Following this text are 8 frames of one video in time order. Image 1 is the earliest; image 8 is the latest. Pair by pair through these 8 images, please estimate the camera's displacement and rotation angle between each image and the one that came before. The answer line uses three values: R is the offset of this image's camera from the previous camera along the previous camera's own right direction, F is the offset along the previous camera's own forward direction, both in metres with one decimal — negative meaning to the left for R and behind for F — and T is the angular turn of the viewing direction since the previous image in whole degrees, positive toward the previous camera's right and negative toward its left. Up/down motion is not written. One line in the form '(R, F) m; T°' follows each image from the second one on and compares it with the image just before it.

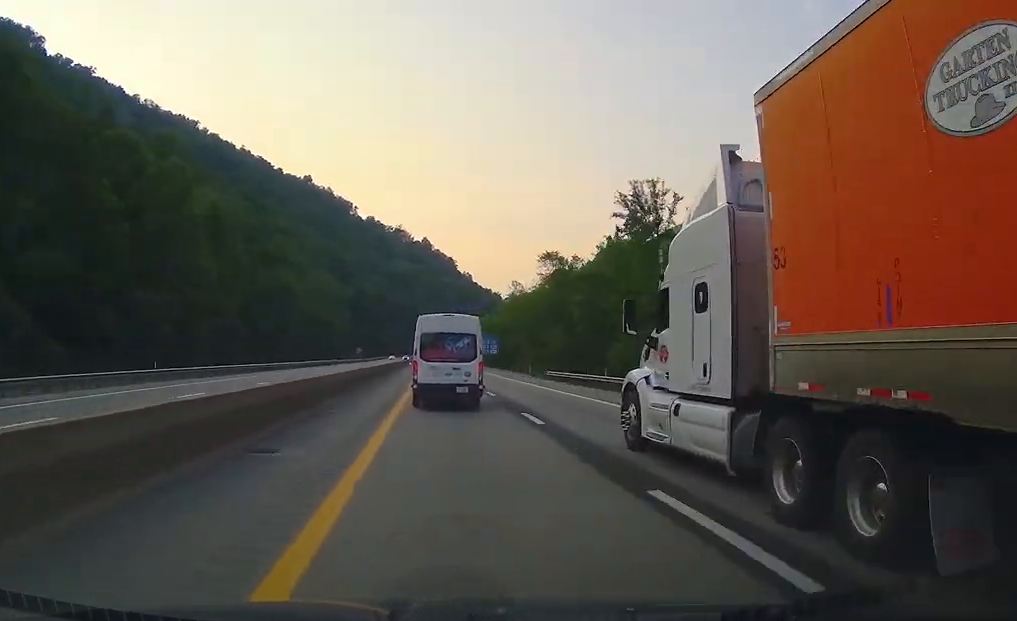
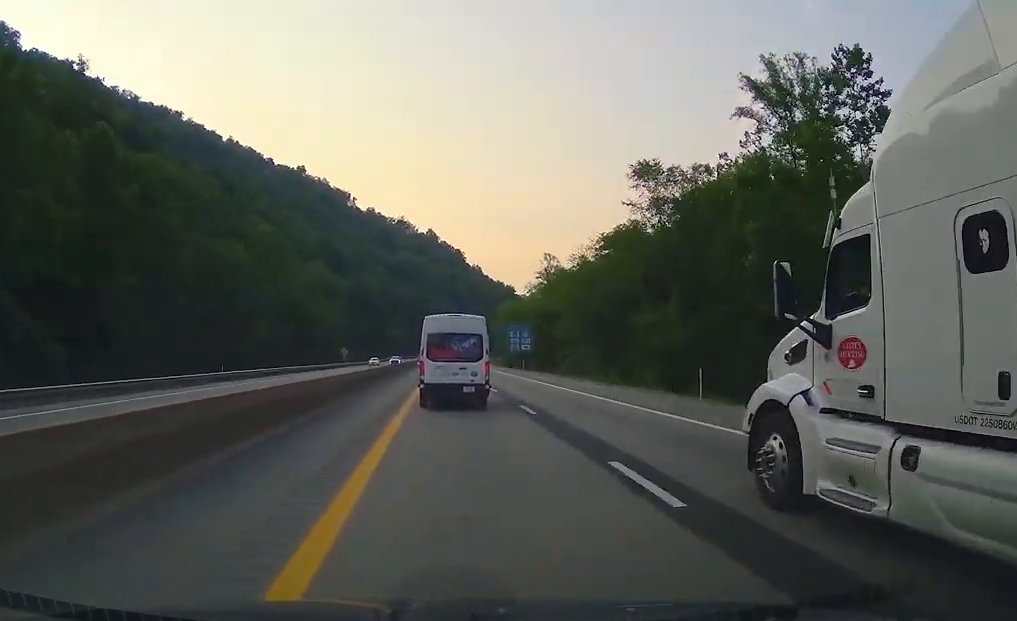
(-1.0, +46.9) m; -1°
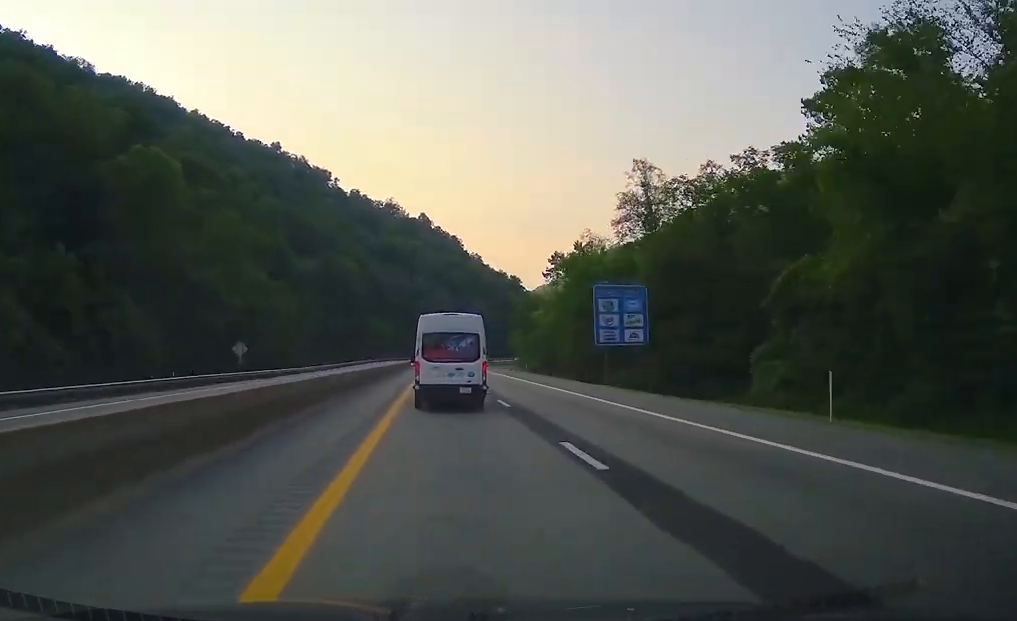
(-0.8, +70.4) m; 0°
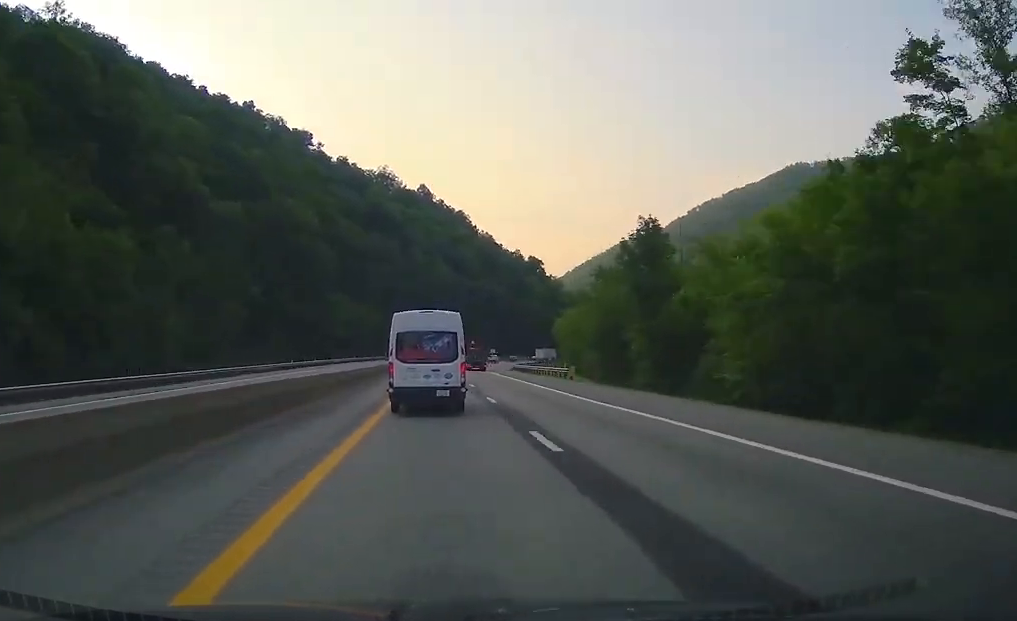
(-1.0, +81.7) m; +3°
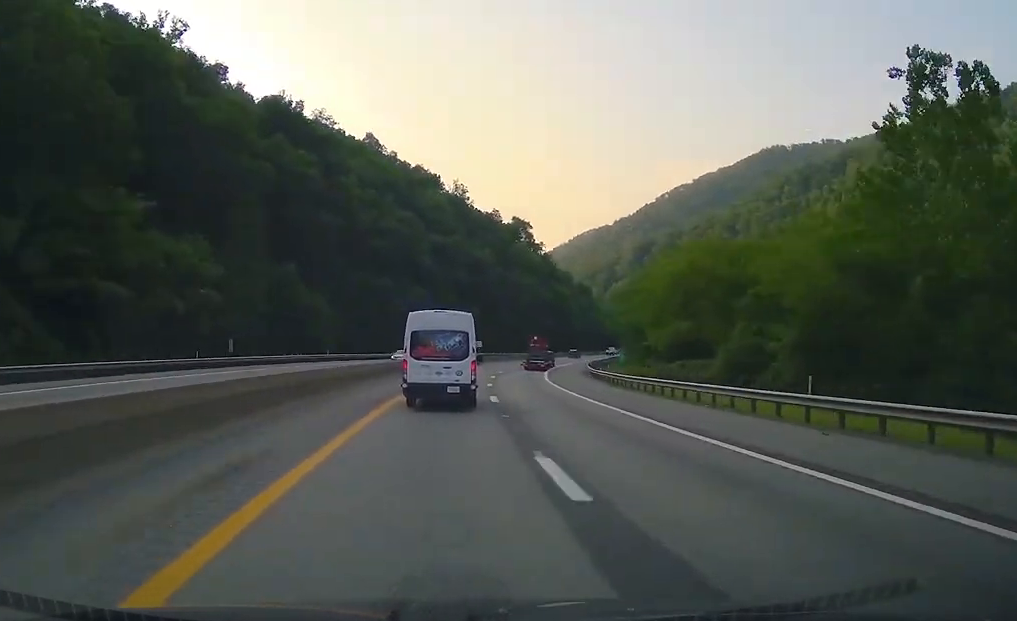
(+5.2, +96.1) m; +9°
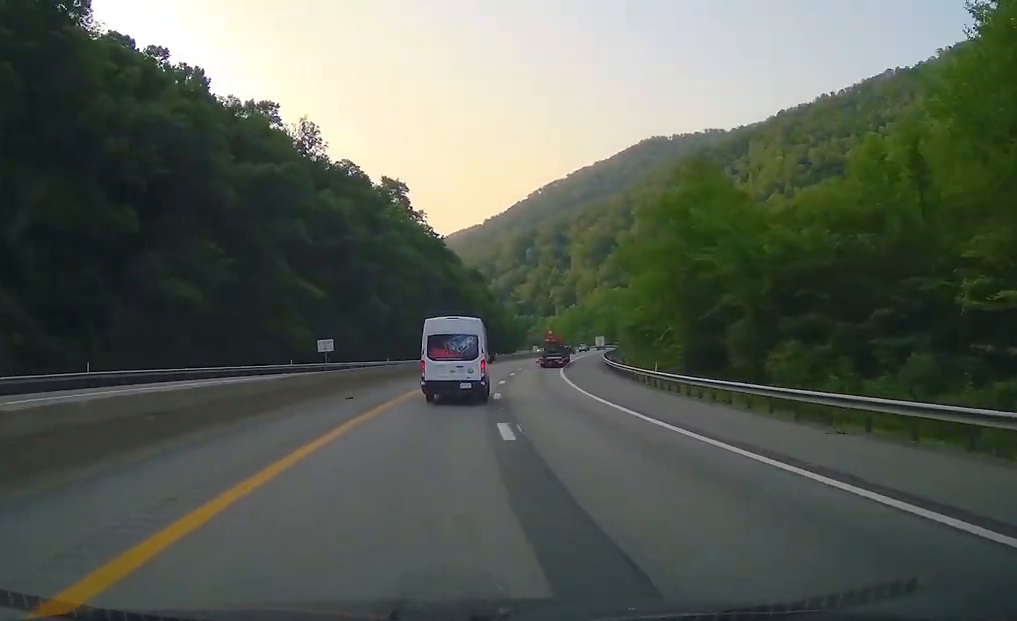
(+4.9, +71.8) m; +8°
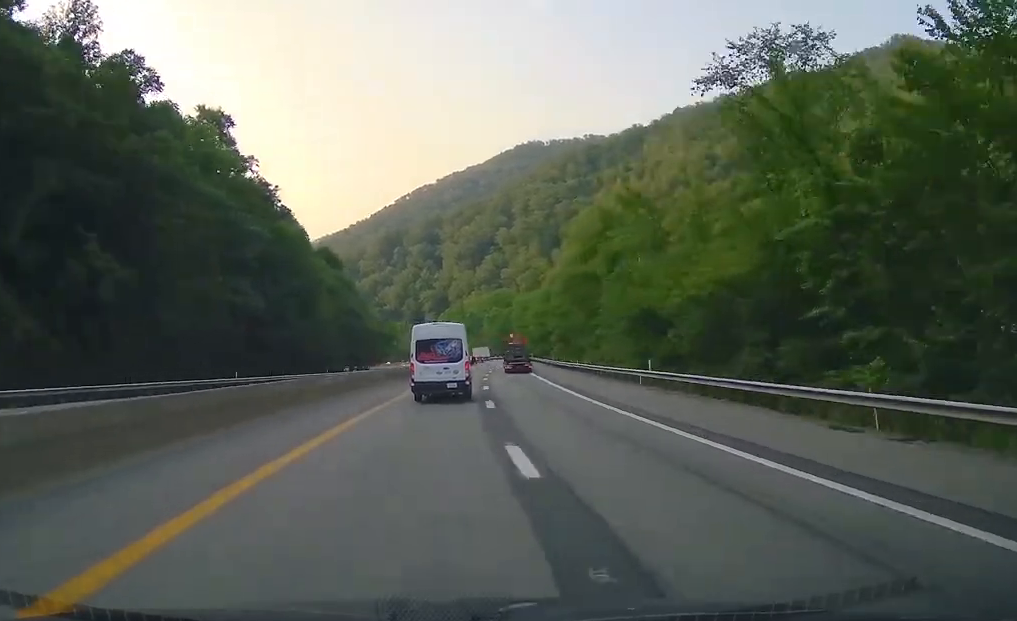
(+6.4, +64.8) m; +6°
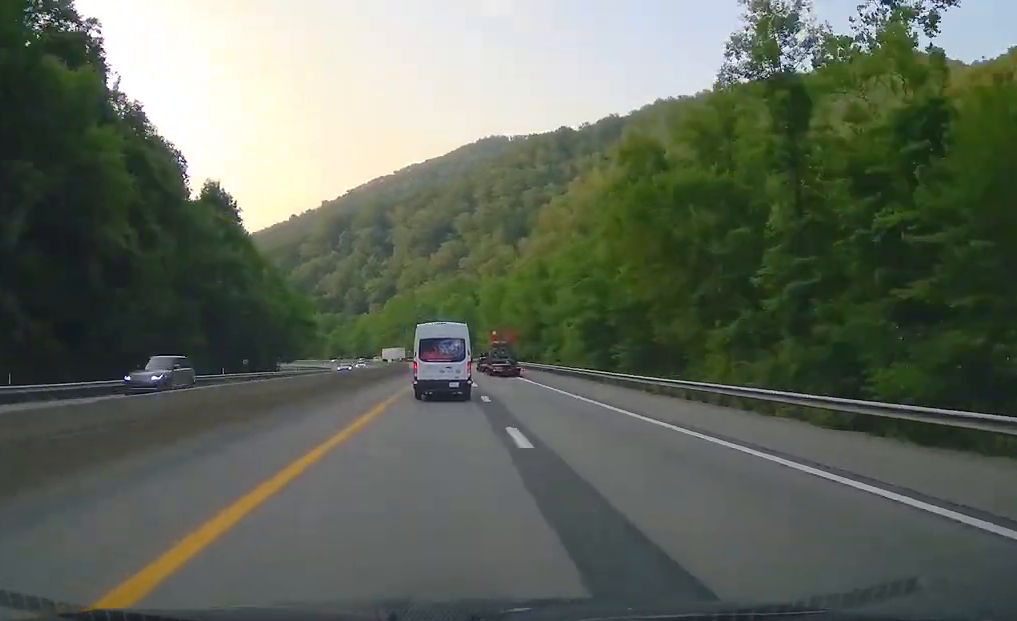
(+2.6, +57.9) m; 0°
